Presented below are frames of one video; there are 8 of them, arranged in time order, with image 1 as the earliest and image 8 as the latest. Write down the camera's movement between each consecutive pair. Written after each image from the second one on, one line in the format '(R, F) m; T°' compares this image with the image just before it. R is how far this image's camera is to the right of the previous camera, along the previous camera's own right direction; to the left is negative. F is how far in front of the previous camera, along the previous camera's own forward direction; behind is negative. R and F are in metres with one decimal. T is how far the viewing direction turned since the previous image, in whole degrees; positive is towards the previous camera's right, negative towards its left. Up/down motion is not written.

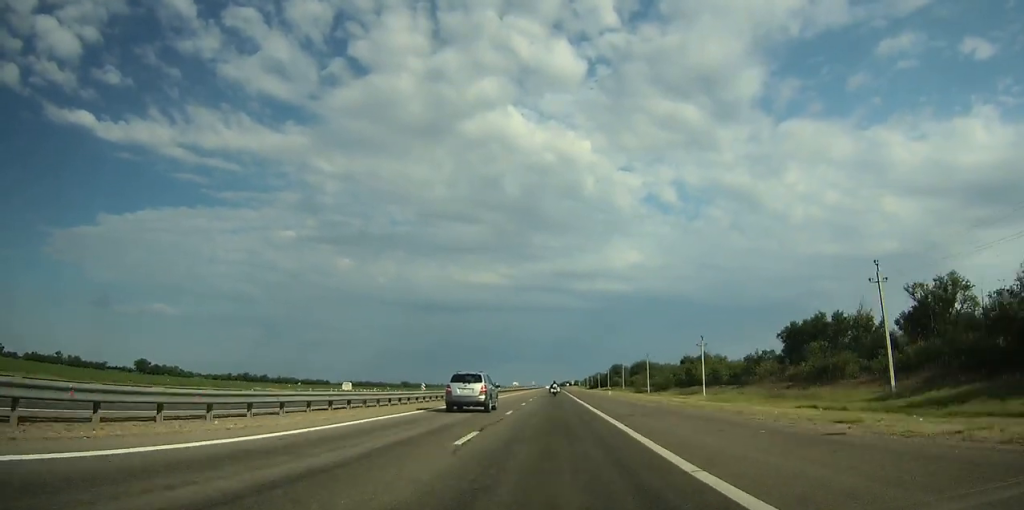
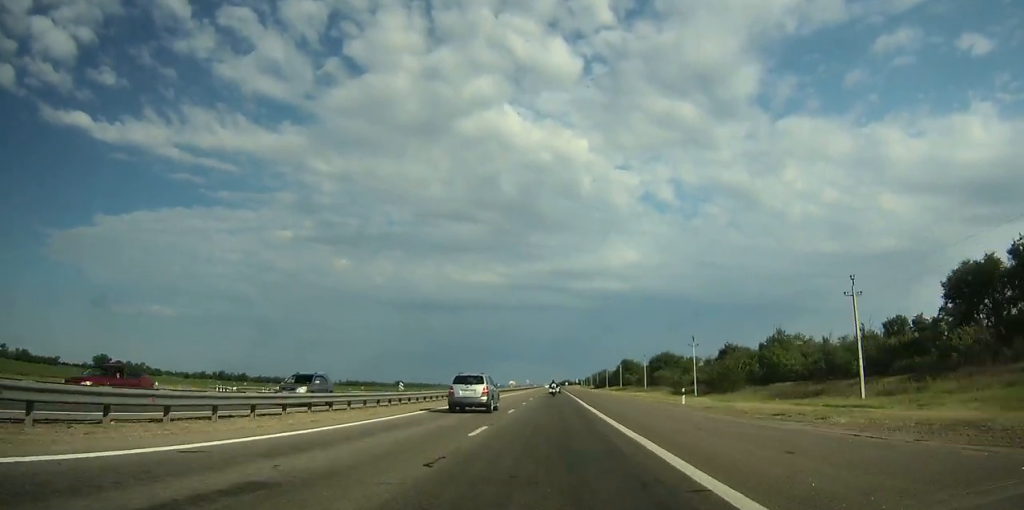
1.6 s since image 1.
(-0.1, +45.8) m; 0°
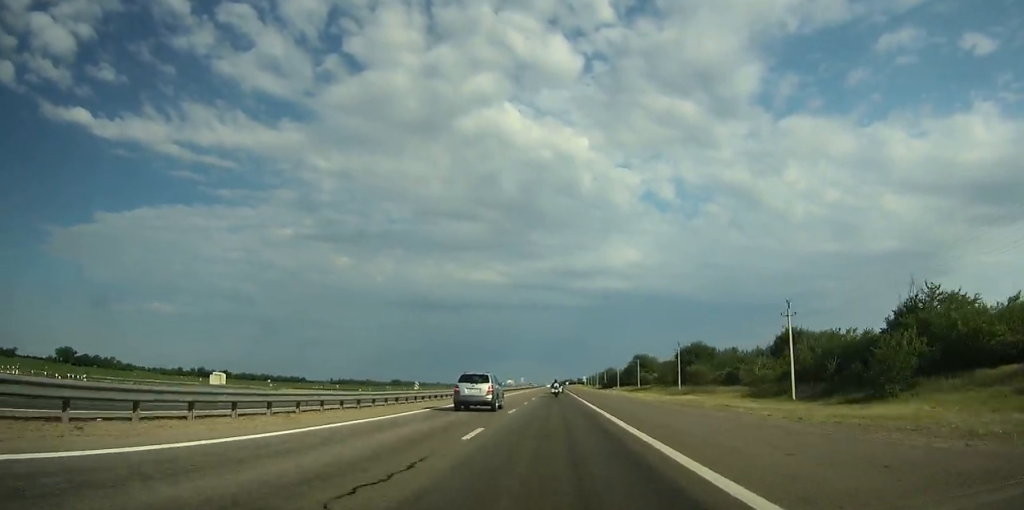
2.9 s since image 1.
(+0.1, +37.2) m; 0°
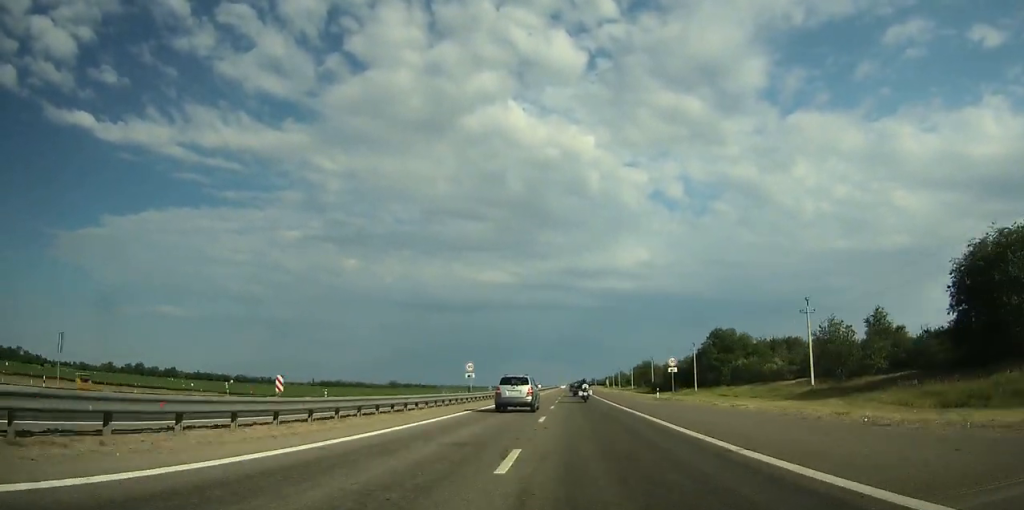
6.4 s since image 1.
(-0.6, +97.0) m; 0°
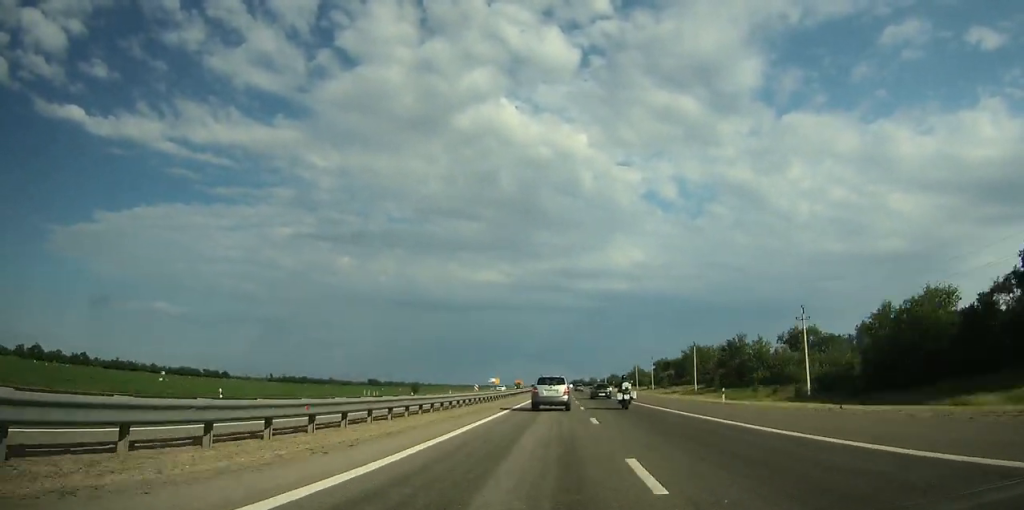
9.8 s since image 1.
(0.0, +94.4) m; 0°
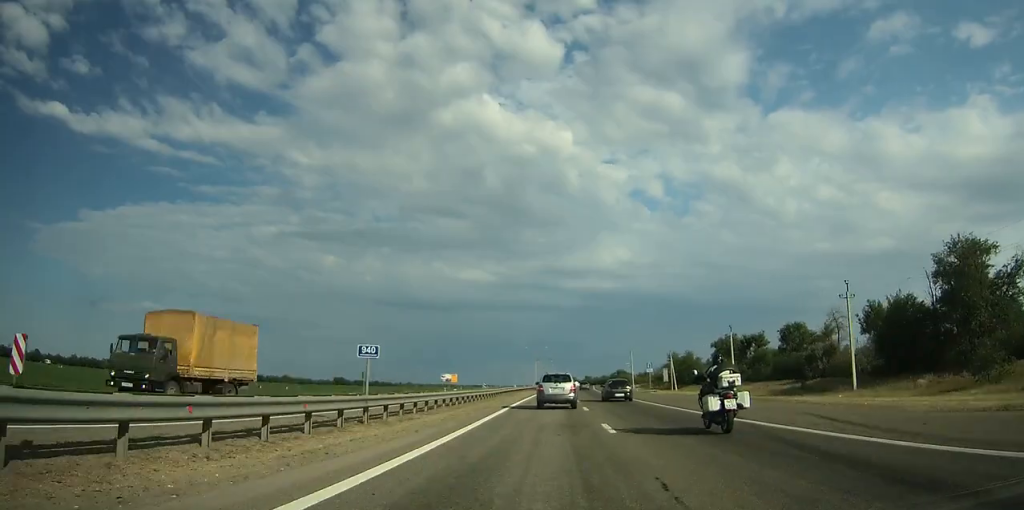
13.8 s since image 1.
(+0.6, +114.2) m; +1°
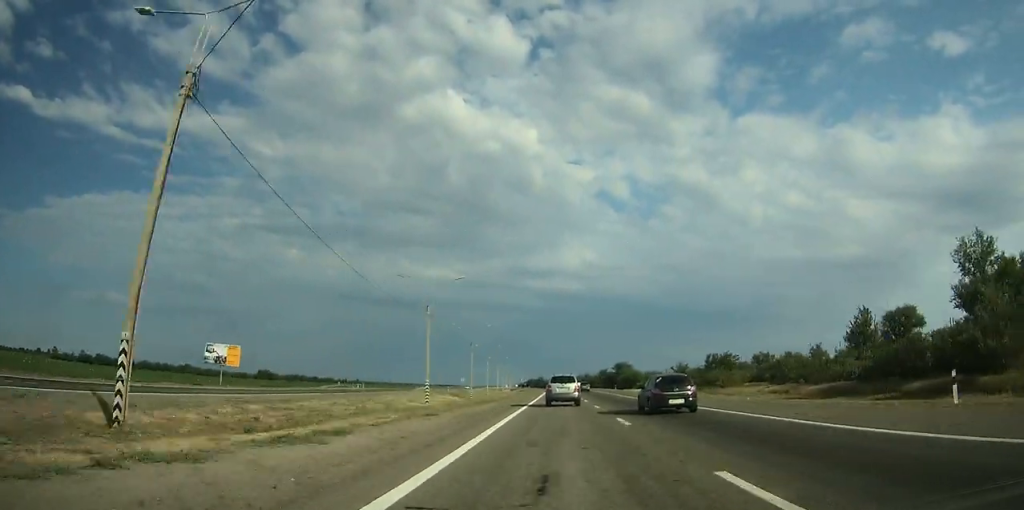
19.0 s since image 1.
(+3.3, +141.7) m; +2°
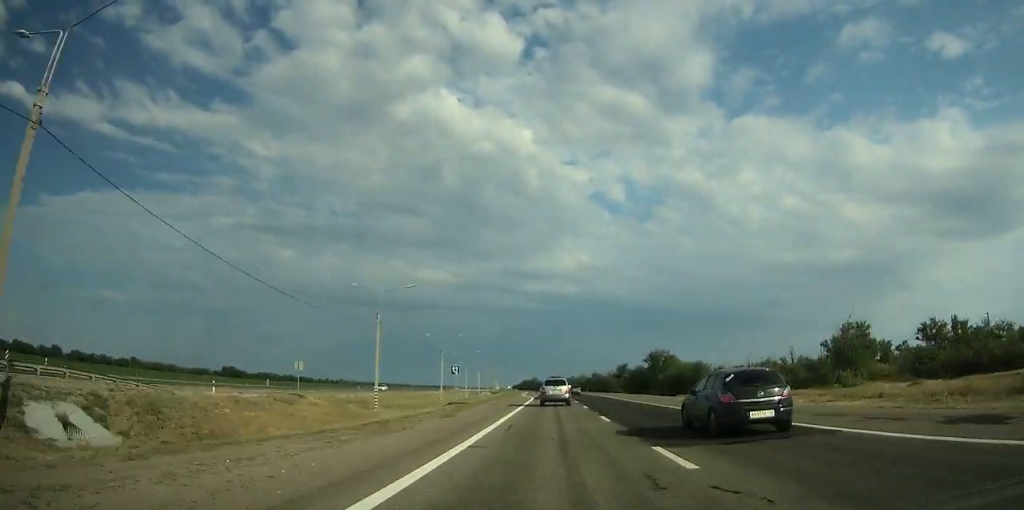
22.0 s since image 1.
(+0.7, +78.9) m; 0°
